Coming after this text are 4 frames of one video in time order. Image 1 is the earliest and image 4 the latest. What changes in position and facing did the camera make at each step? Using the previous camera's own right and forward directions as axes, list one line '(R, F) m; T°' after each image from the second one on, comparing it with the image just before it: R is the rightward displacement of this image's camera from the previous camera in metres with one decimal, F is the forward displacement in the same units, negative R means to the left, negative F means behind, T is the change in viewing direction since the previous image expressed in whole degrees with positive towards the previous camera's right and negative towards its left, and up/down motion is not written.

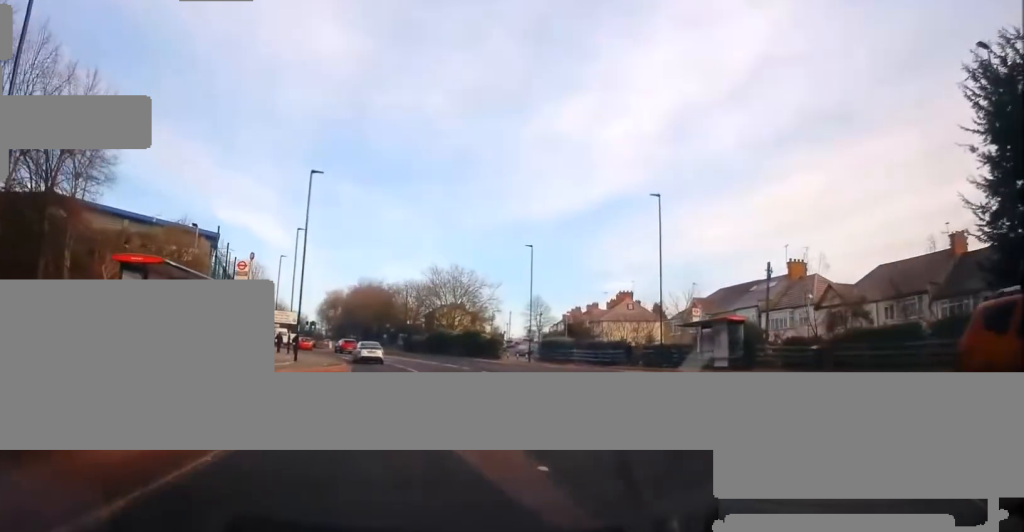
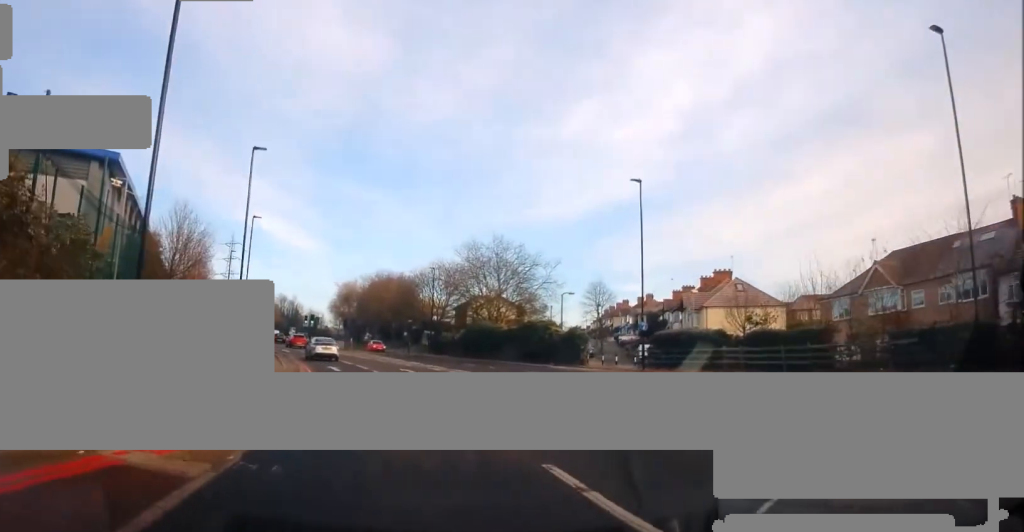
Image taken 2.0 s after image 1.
(-1.5, +24.5) m; -6°
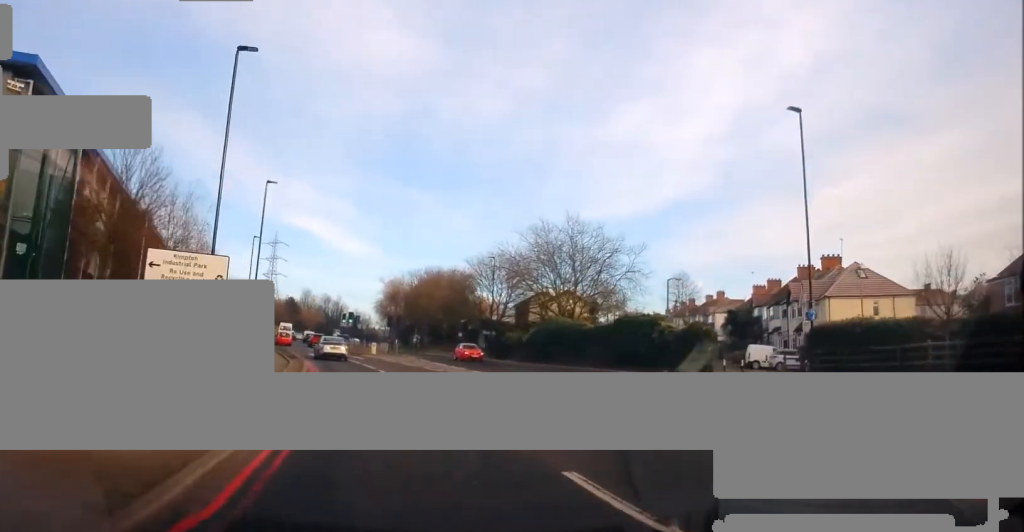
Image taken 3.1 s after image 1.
(-0.2, +12.3) m; -3°
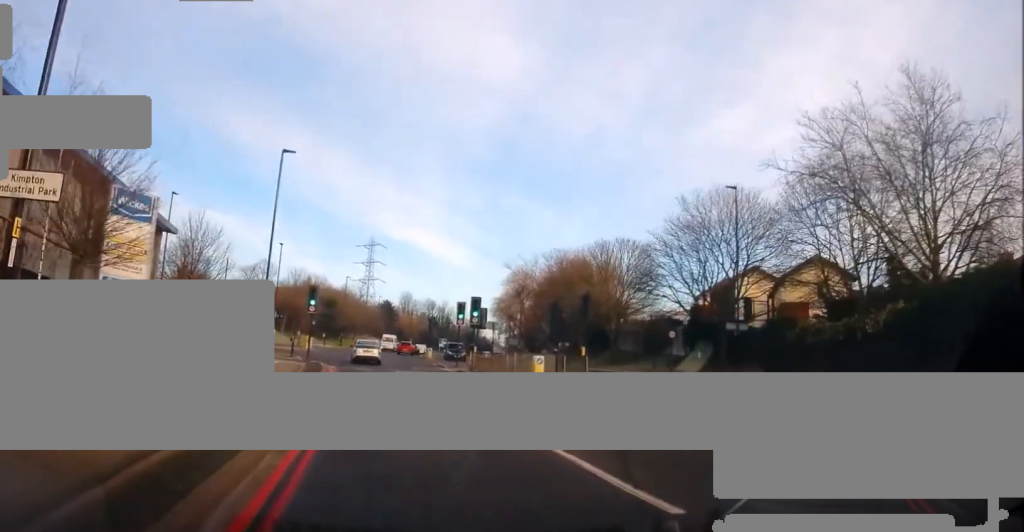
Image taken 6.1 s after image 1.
(-2.7, +33.7) m; -8°
